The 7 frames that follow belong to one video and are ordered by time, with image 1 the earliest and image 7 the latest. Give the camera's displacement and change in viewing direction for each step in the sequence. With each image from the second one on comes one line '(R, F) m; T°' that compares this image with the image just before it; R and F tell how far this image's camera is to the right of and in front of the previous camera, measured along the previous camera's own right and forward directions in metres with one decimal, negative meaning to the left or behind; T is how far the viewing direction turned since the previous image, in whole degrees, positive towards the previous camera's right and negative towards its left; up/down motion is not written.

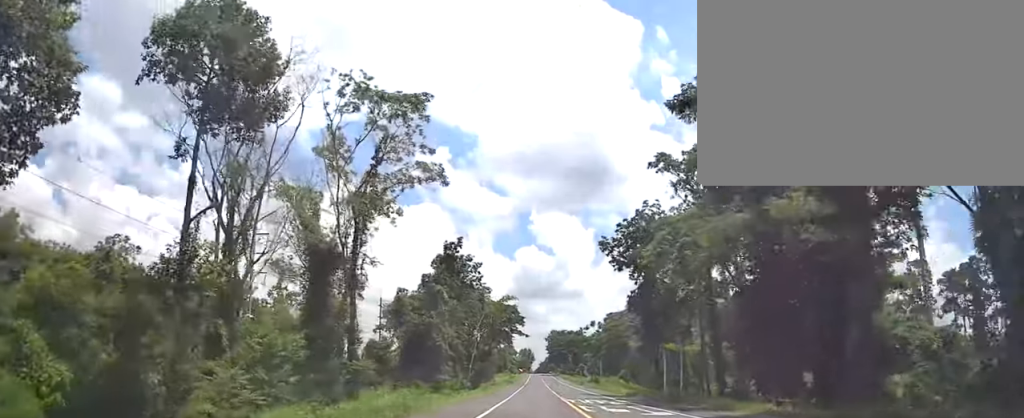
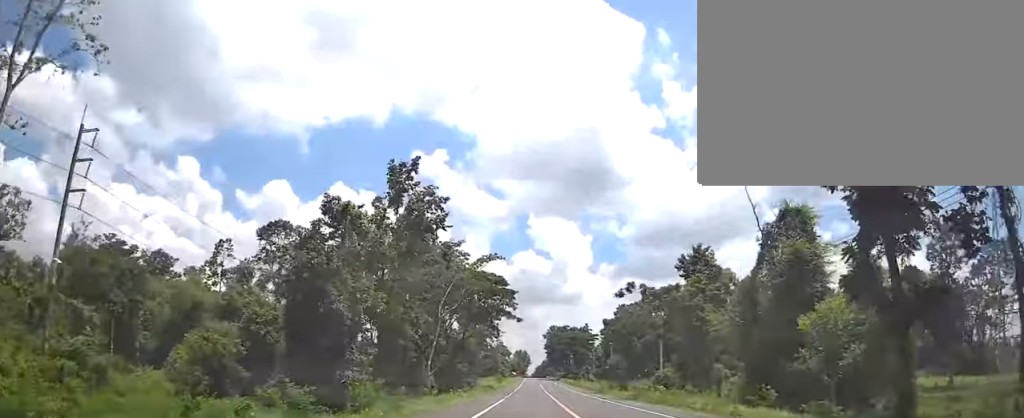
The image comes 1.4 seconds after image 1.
(+0.5, +33.4) m; 0°
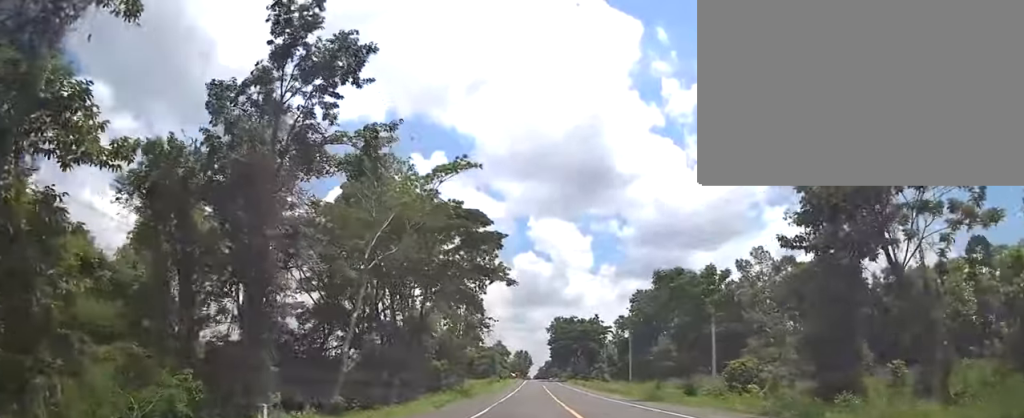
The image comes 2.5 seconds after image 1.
(-0.4, +27.2) m; -1°
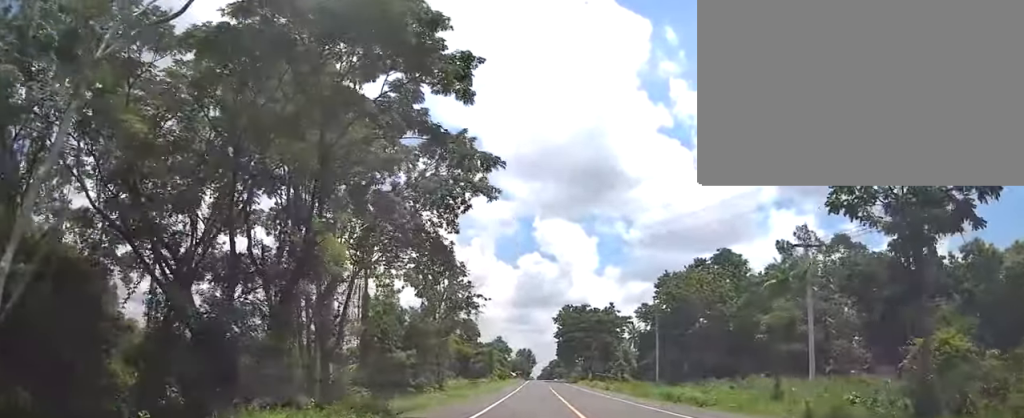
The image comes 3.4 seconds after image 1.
(0.0, +24.2) m; +2°
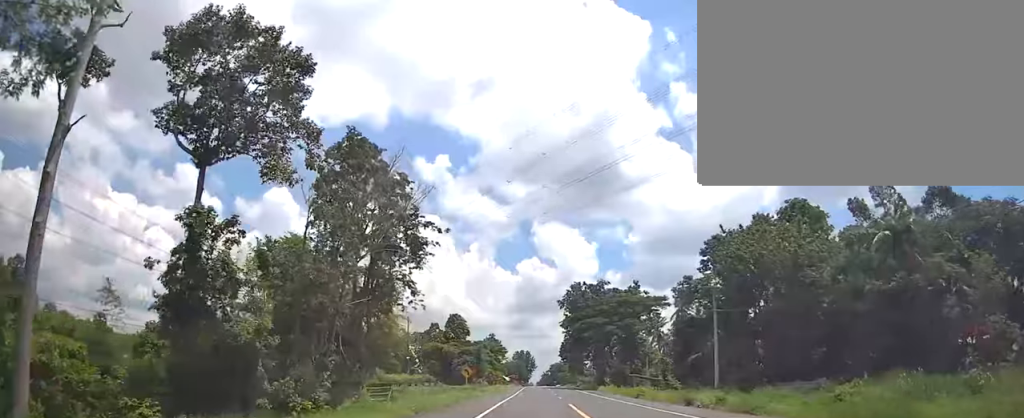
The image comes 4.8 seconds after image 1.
(+0.6, +33.3) m; -1°
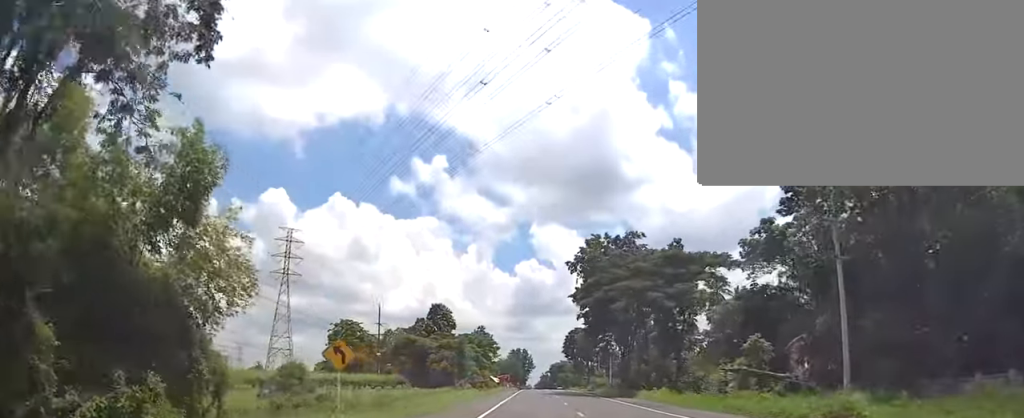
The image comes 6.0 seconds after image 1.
(-0.7, +29.6) m; -1°
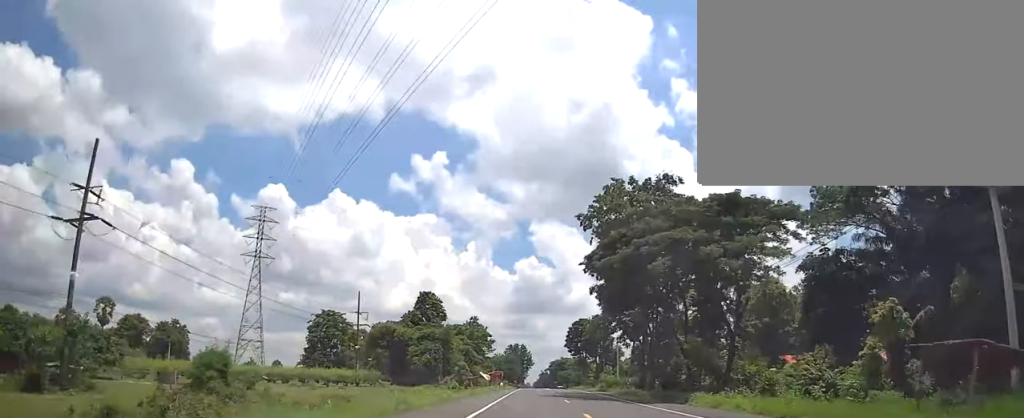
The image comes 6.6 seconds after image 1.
(0.0, +15.8) m; 0°
